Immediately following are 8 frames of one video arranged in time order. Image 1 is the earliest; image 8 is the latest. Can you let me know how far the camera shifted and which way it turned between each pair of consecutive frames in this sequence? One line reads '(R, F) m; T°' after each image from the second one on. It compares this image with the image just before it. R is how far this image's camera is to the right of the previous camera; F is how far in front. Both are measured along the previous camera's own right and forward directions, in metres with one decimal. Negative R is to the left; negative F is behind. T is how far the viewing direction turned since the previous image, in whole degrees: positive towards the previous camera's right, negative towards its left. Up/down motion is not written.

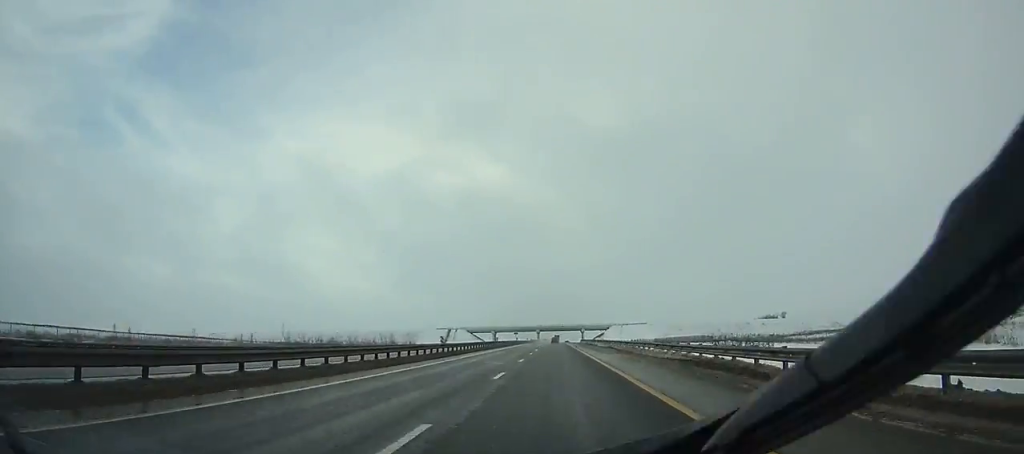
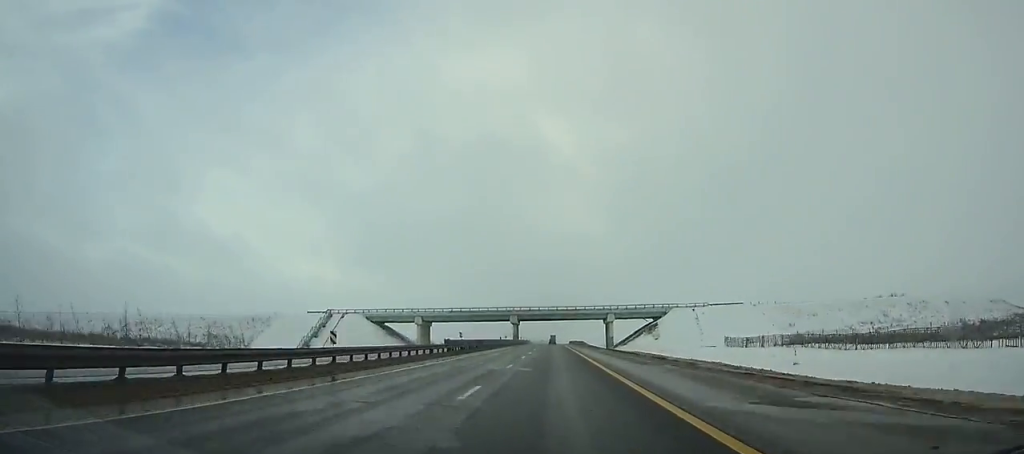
(+0.5, +149.7) m; 0°
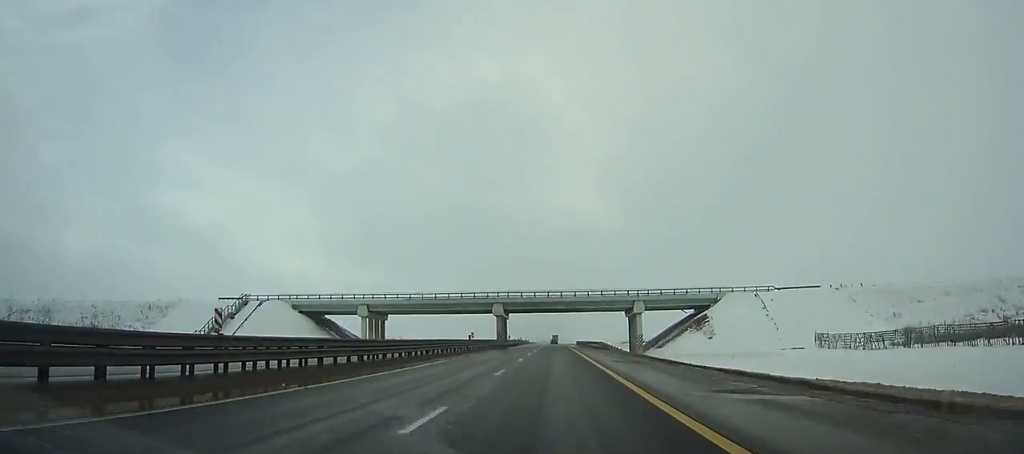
(0.0, +40.1) m; 0°
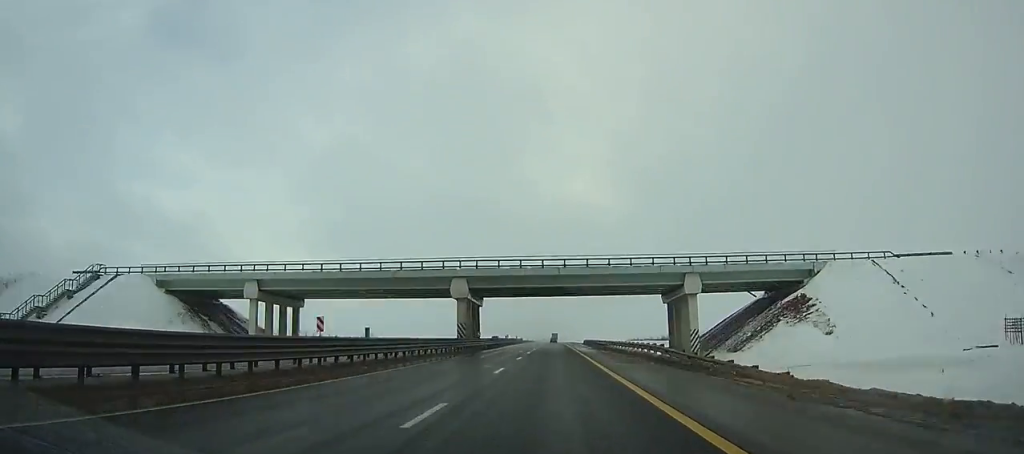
(0.0, +34.8) m; 0°
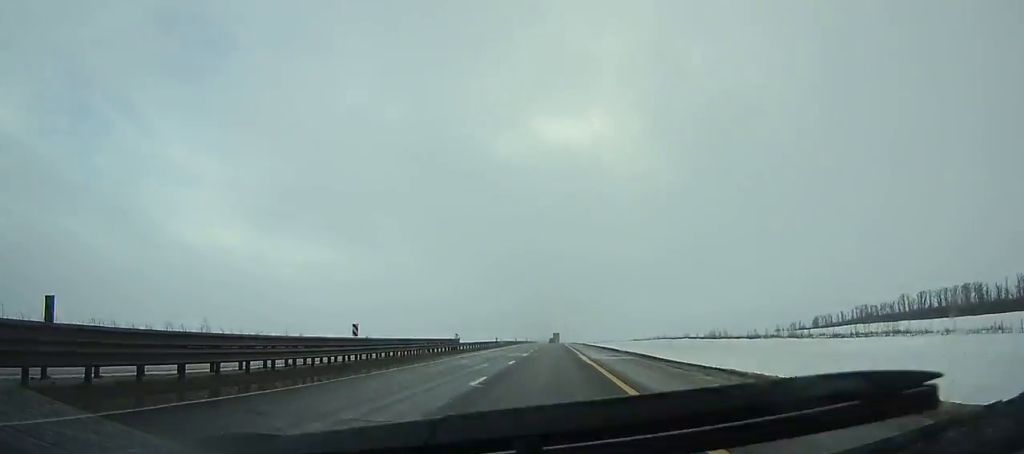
(-0.2, +101.7) m; 0°
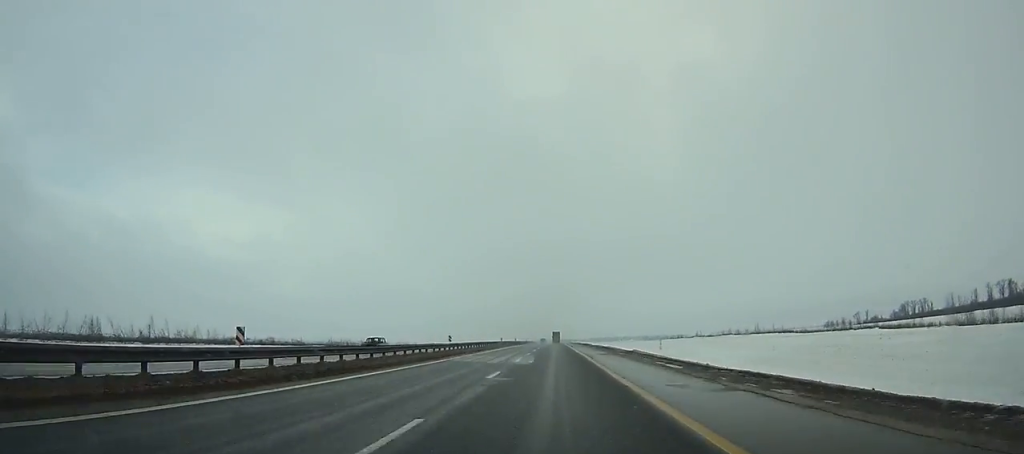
(-0.5, +152.5) m; 0°
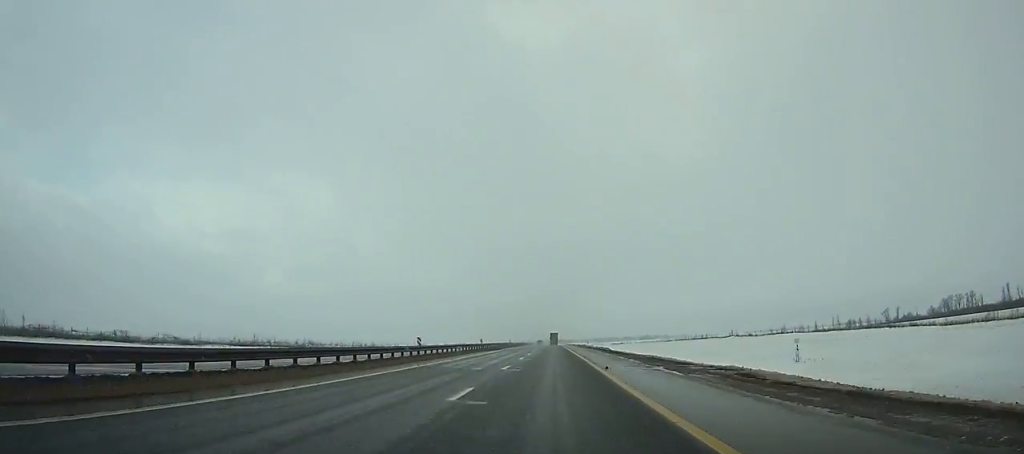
(+0.1, +53.3) m; 0°
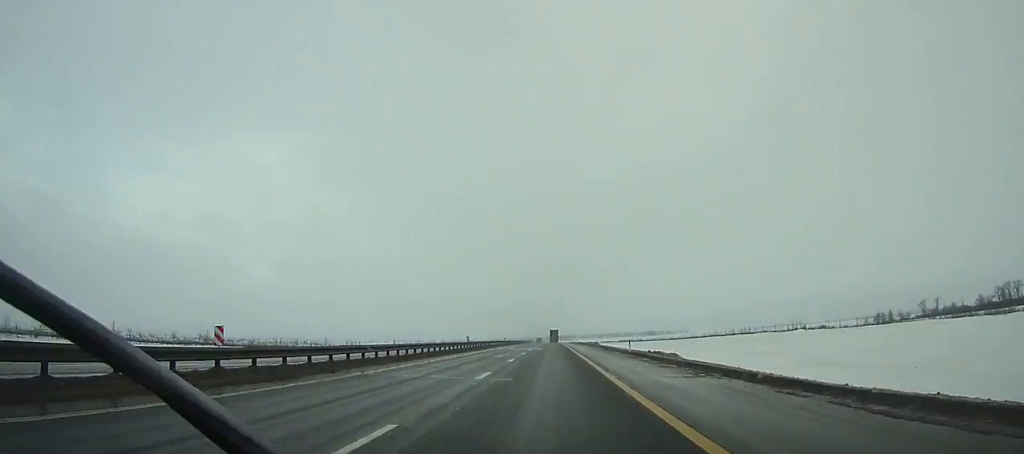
(+0.1, +53.1) m; 0°
